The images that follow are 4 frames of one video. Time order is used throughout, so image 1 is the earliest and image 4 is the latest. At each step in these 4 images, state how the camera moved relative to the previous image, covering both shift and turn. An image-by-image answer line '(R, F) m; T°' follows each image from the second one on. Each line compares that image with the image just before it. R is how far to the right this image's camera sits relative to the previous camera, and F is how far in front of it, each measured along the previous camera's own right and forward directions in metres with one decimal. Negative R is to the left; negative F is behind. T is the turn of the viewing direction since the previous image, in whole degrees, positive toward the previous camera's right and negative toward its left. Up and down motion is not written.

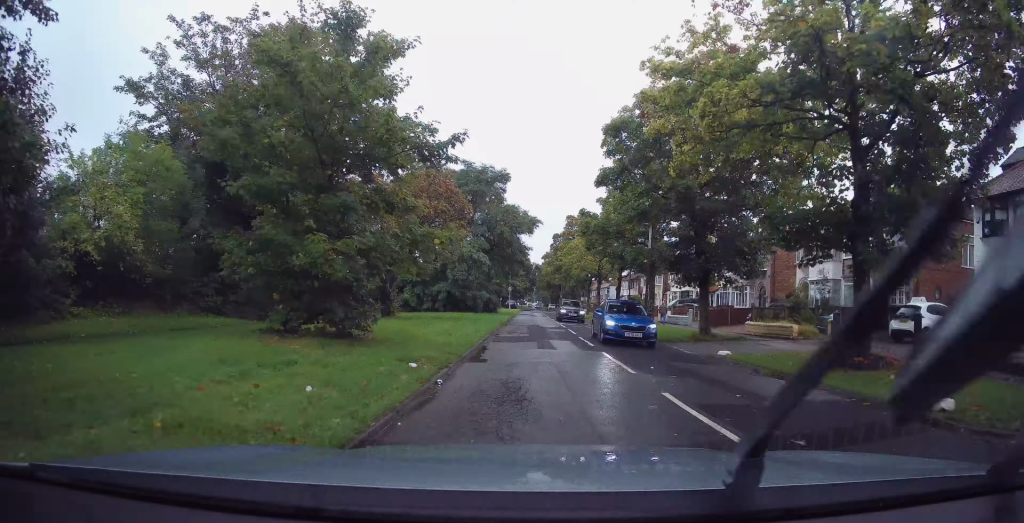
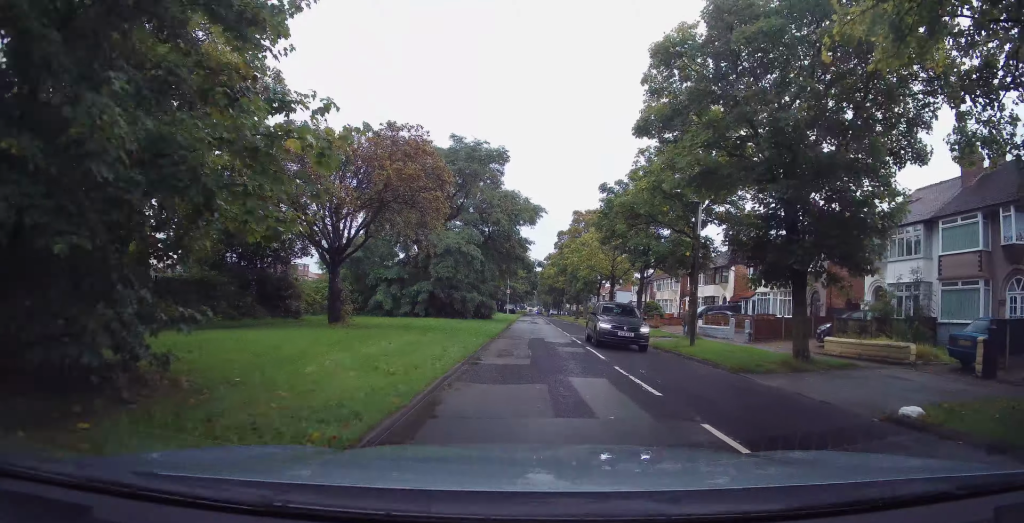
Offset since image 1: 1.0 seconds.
(+0.6, +7.9) m; -2°
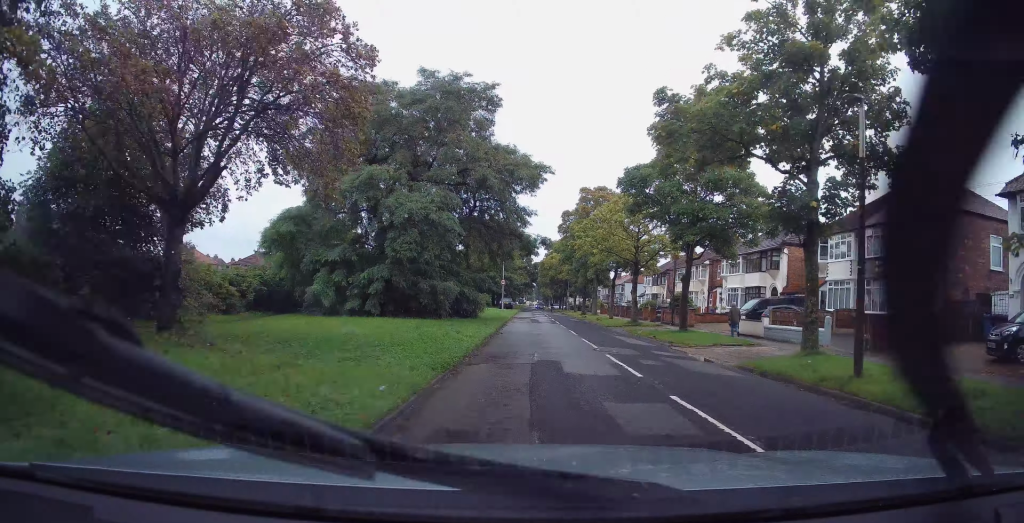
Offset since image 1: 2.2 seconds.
(-0.7, +10.5) m; -1°
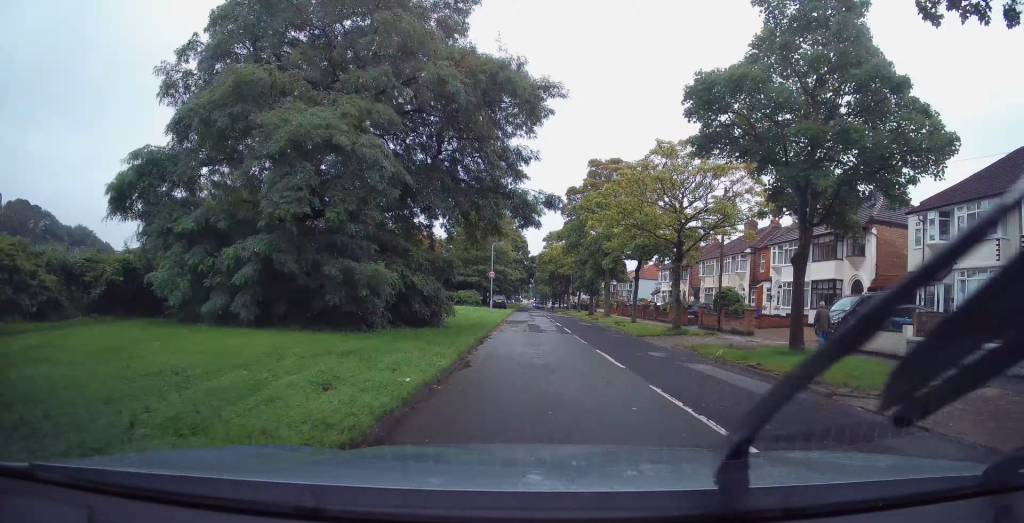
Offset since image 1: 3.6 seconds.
(+0.6, +11.4) m; +3°
